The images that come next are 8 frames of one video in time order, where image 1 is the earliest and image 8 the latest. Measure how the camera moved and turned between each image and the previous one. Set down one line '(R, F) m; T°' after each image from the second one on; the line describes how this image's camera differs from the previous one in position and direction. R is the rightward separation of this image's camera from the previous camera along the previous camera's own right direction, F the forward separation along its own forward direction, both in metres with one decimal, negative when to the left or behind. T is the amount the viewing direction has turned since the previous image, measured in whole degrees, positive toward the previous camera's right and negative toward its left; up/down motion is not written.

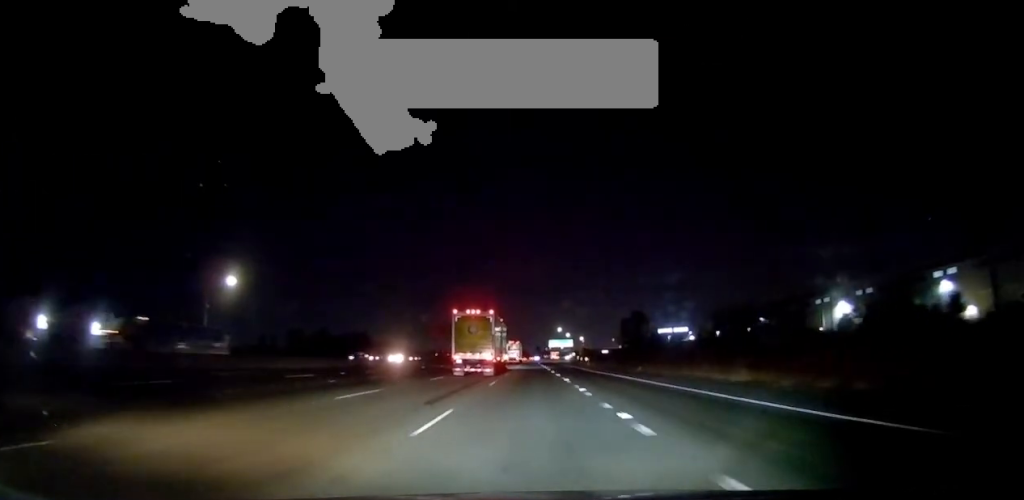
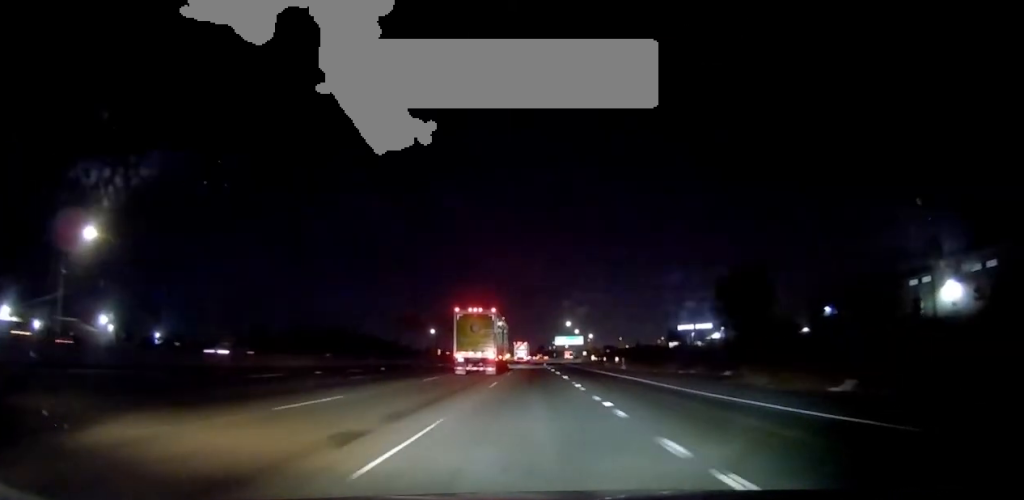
(+0.3, +33.5) m; 0°
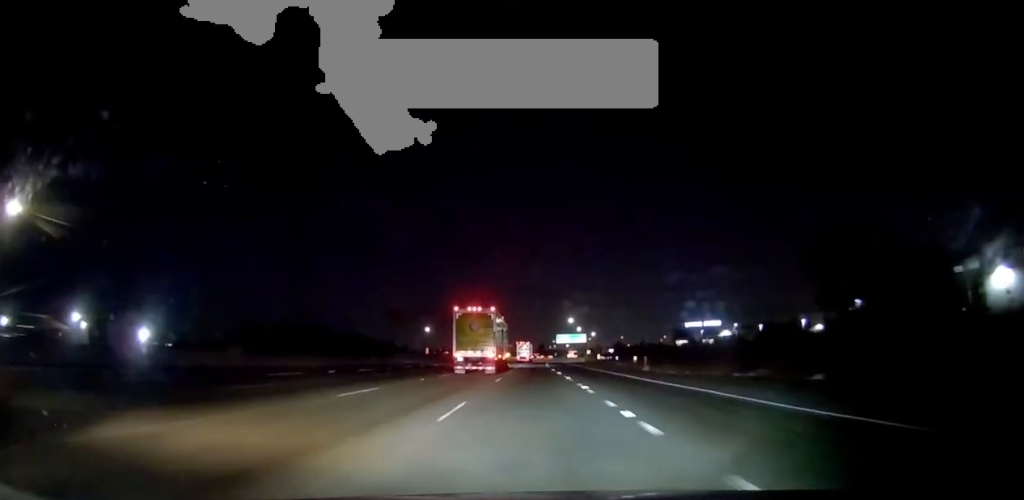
(-0.2, +13.0) m; 0°
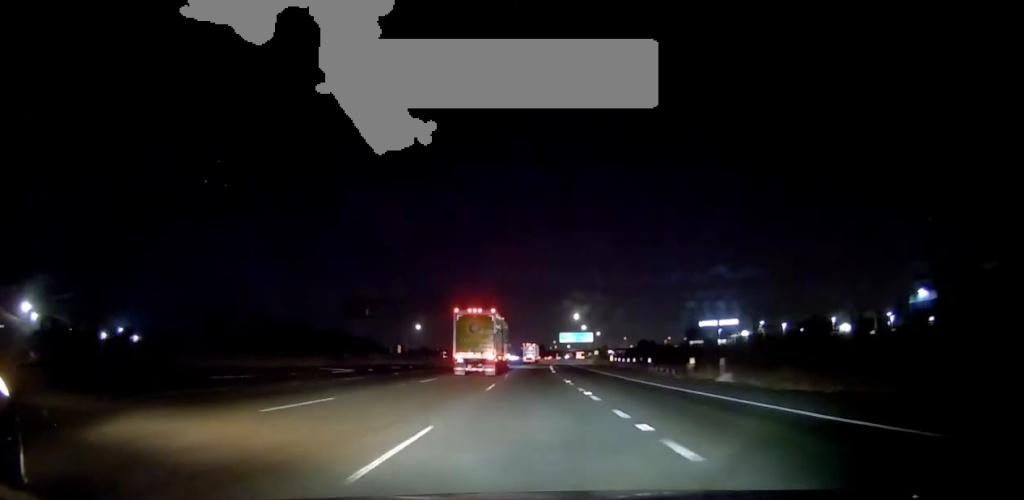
(-0.1, +20.2) m; 0°
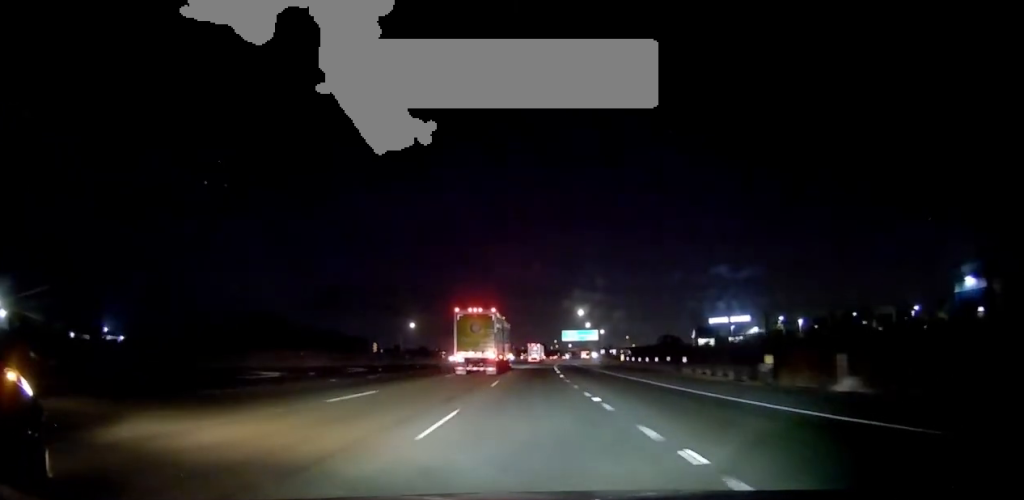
(0.0, +12.1) m; 0°
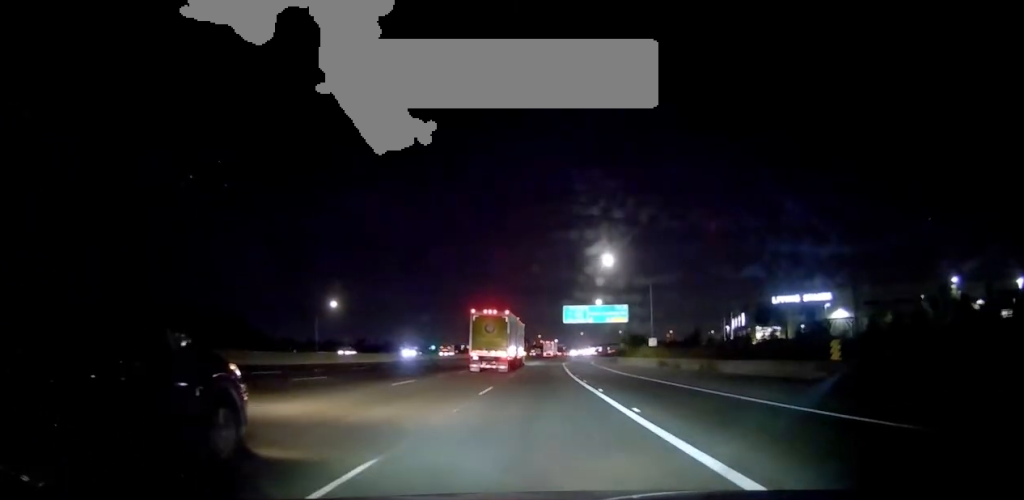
(0.0, +70.9) m; +1°
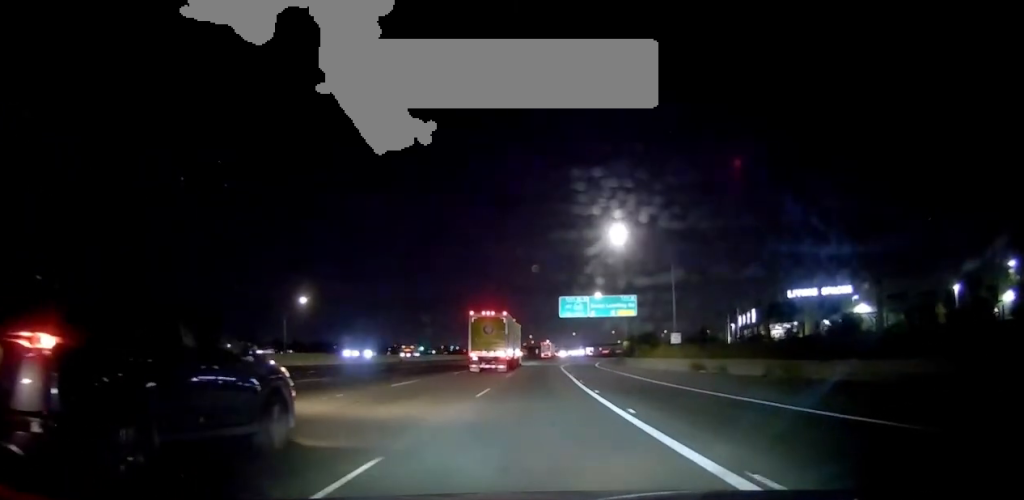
(+0.2, +14.4) m; +1°
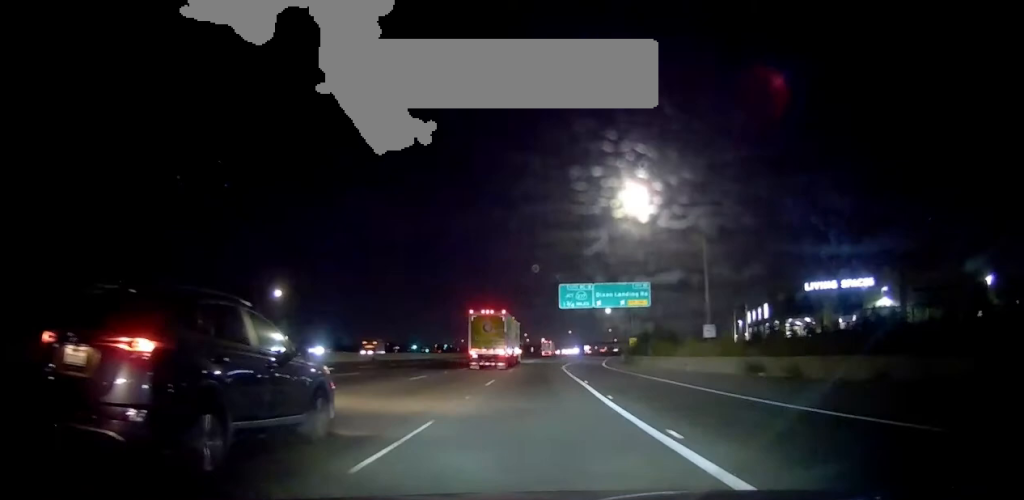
(+0.1, +11.4) m; +1°
